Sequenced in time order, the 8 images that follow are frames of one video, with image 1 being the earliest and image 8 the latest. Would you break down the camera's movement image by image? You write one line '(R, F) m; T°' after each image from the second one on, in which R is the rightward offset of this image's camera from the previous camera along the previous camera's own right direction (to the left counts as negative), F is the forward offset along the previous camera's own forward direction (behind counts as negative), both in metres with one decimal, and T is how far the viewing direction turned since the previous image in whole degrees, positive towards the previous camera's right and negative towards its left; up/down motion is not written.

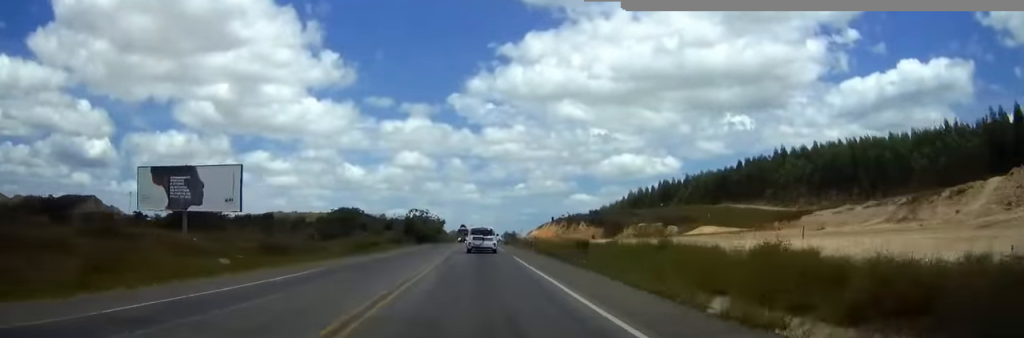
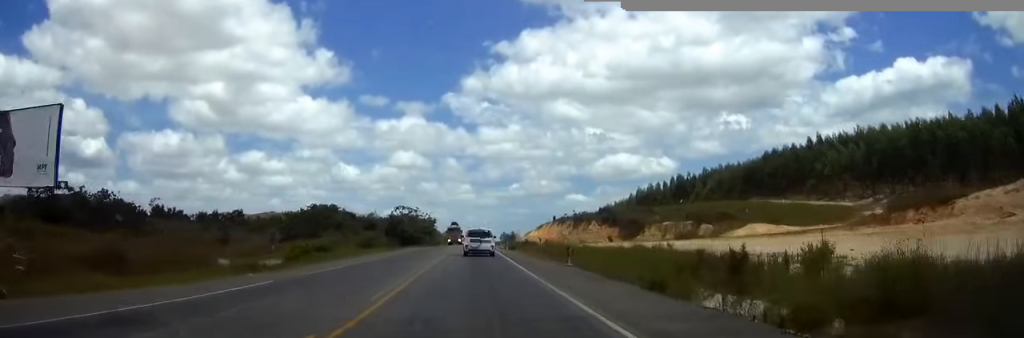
(+0.1, +20.8) m; 0°
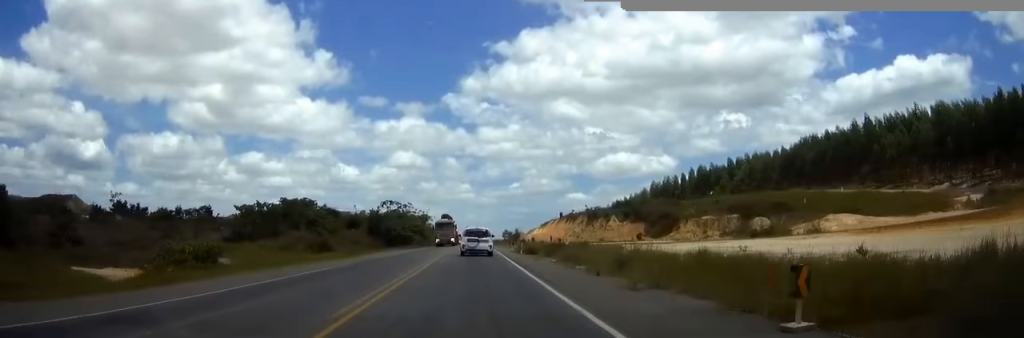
(+0.1, +20.6) m; 0°
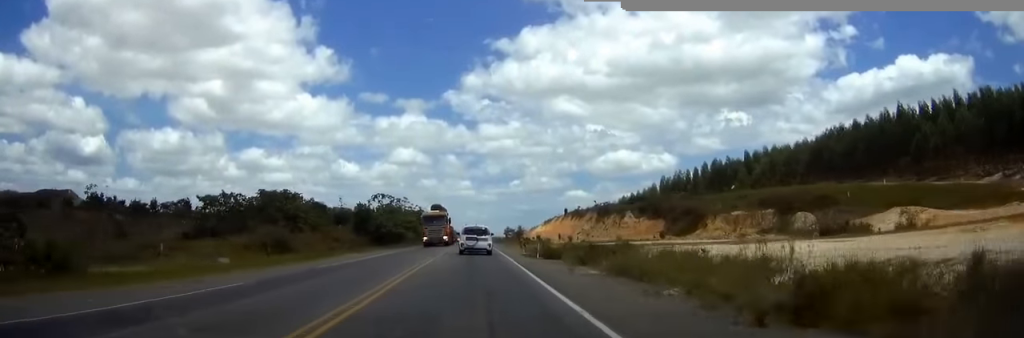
(-0.1, +12.6) m; 0°
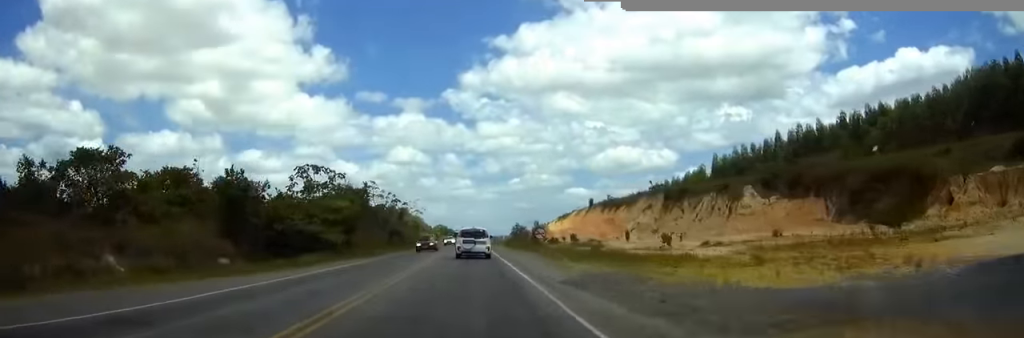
(0.0, +49.2) m; 0°
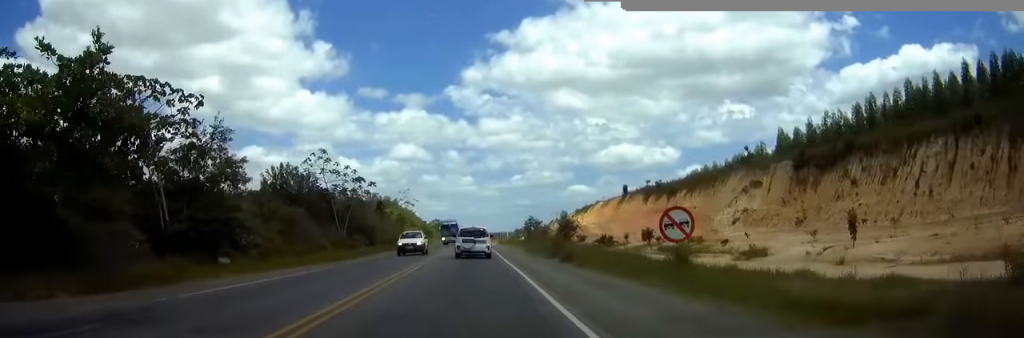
(0.0, +36.7) m; 0°
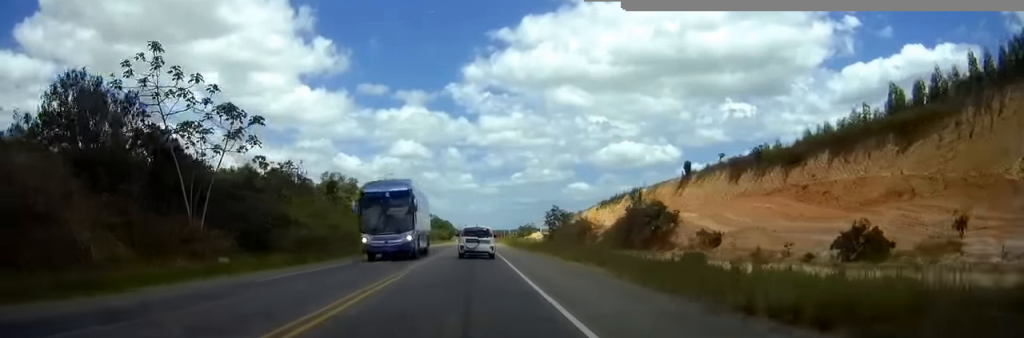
(-0.1, +40.7) m; 0°
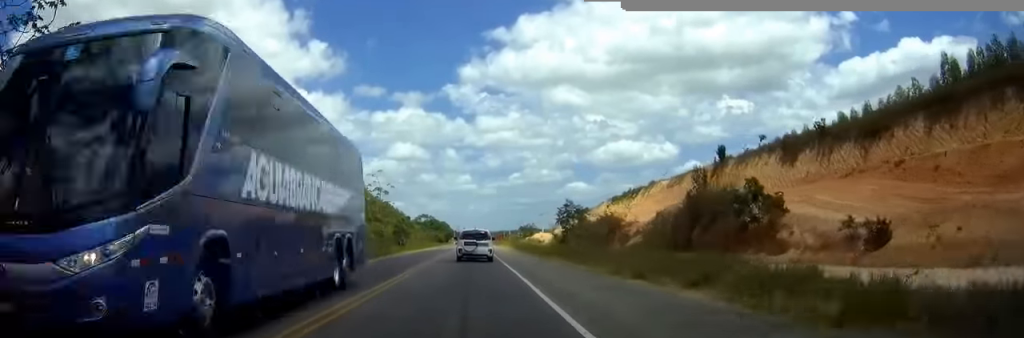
(0.0, +14.7) m; 0°
